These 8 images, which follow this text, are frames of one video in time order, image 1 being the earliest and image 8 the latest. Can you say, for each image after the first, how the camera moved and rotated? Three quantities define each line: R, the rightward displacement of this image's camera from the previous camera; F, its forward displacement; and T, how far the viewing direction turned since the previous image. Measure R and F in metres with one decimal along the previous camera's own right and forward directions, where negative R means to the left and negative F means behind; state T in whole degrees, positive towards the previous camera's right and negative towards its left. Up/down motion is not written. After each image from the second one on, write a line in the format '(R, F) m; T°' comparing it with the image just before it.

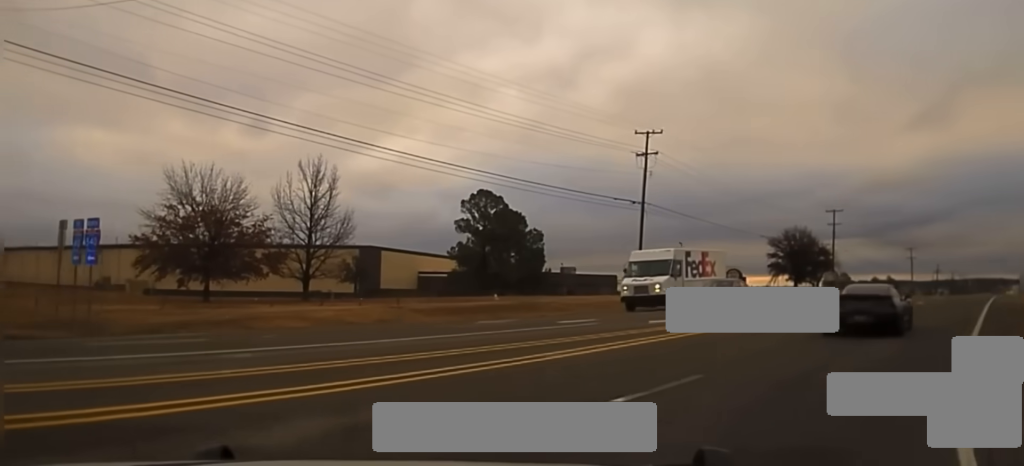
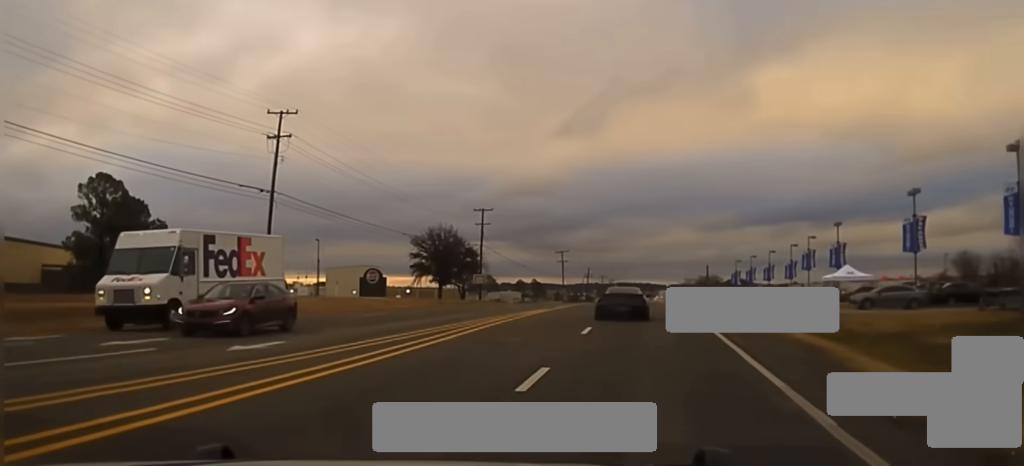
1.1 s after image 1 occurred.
(+2.1, +11.1) m; +21°
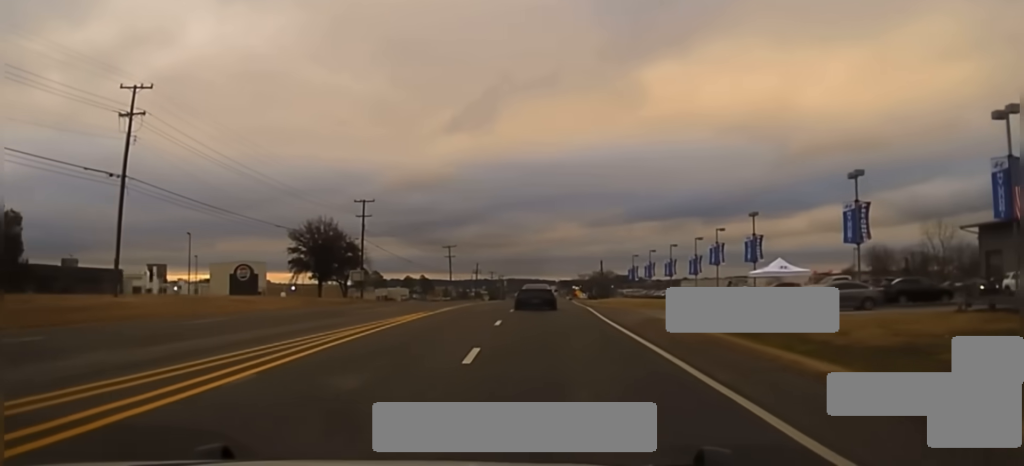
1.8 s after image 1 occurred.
(+0.9, +8.6) m; +10°
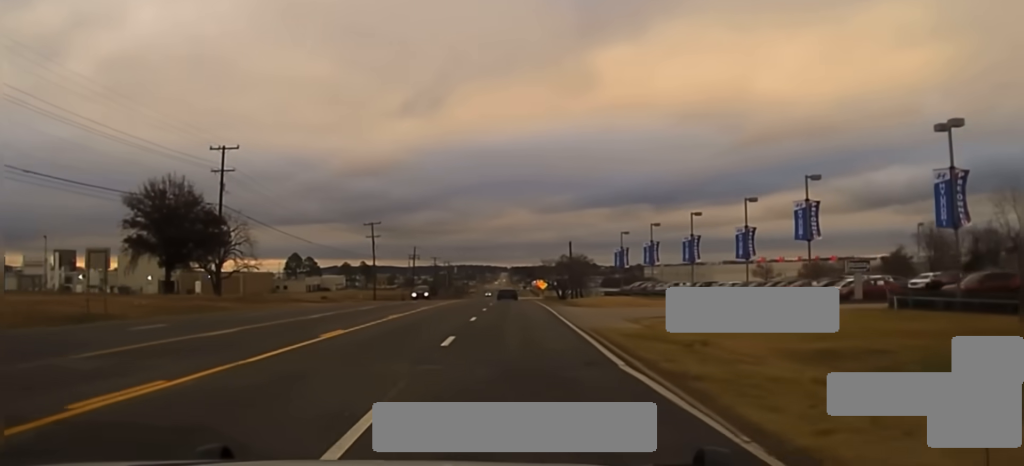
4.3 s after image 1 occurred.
(+3.1, +40.1) m; +4°
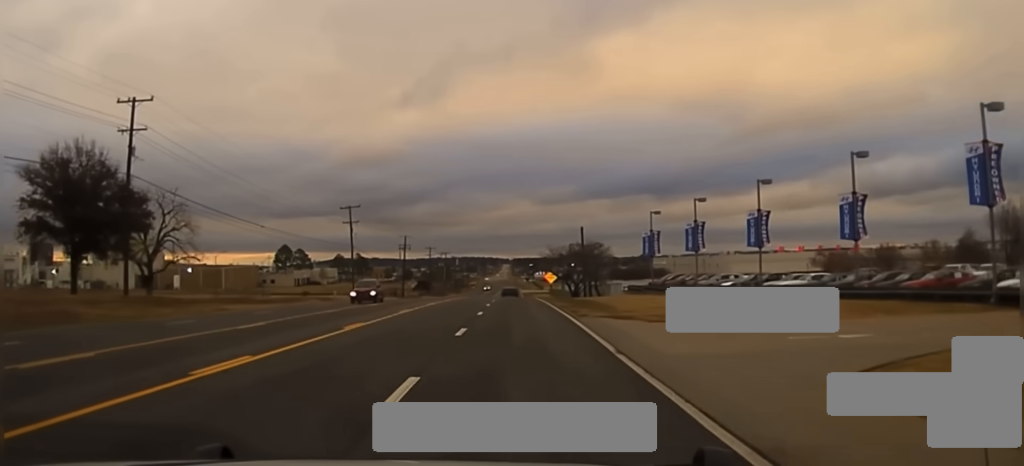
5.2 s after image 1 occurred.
(-0.3, +21.7) m; -1°
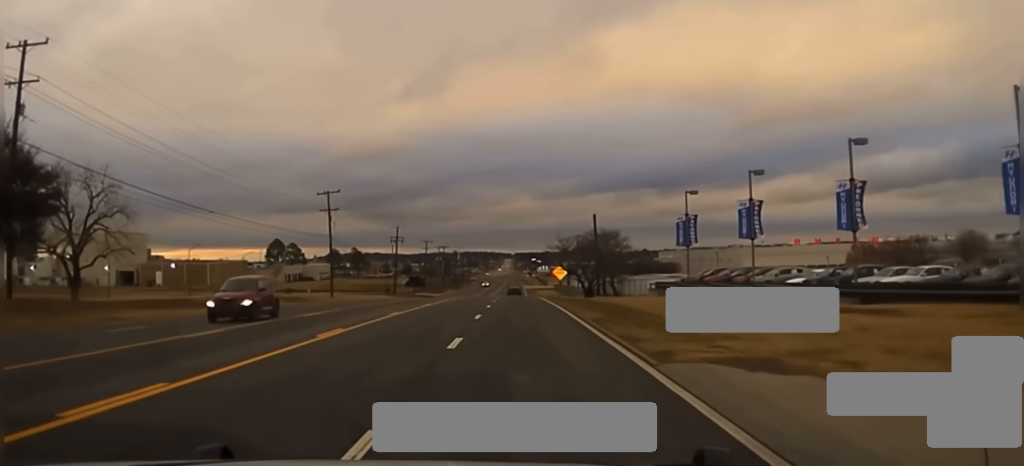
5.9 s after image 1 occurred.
(-0.1, +16.7) m; 0°
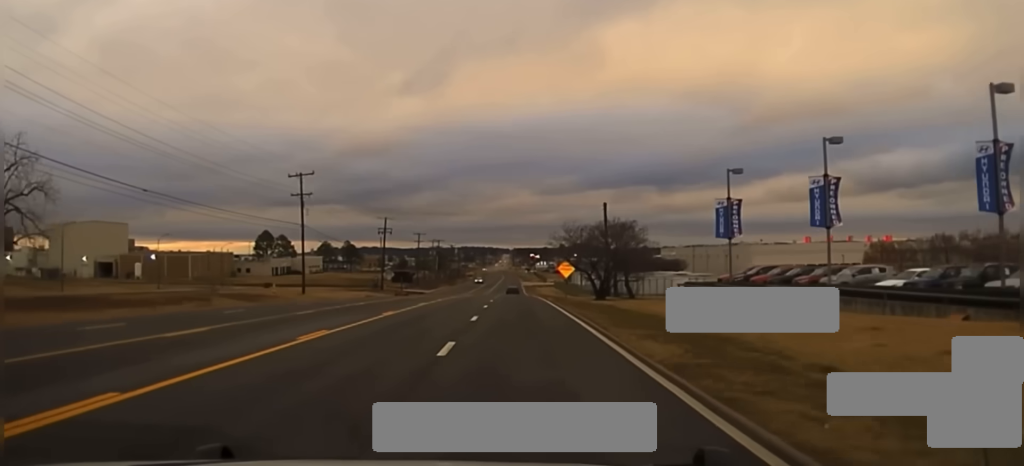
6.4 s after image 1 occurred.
(+0.2, +15.6) m; 0°
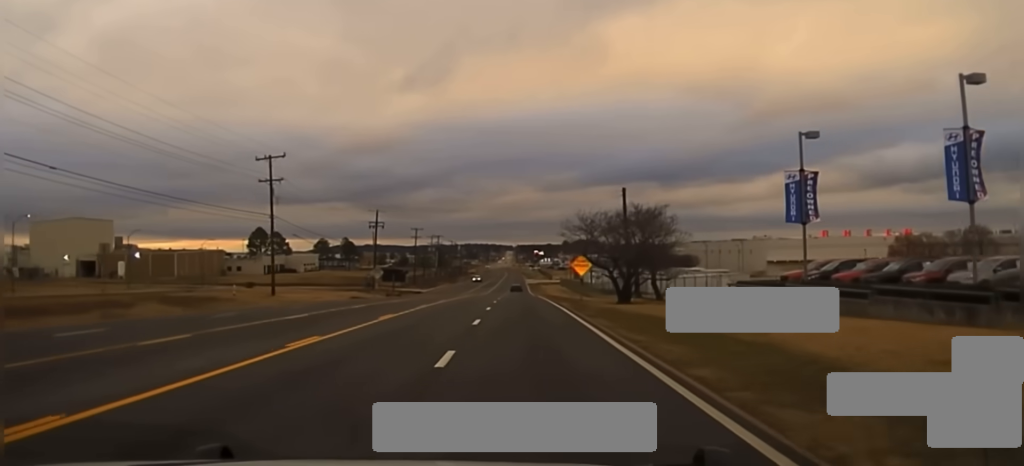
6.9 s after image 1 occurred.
(0.0, +14.7) m; 0°
